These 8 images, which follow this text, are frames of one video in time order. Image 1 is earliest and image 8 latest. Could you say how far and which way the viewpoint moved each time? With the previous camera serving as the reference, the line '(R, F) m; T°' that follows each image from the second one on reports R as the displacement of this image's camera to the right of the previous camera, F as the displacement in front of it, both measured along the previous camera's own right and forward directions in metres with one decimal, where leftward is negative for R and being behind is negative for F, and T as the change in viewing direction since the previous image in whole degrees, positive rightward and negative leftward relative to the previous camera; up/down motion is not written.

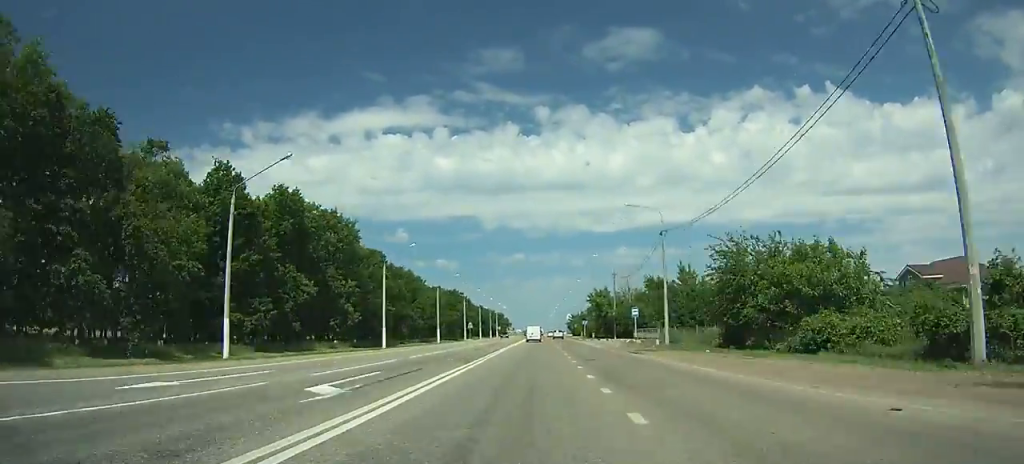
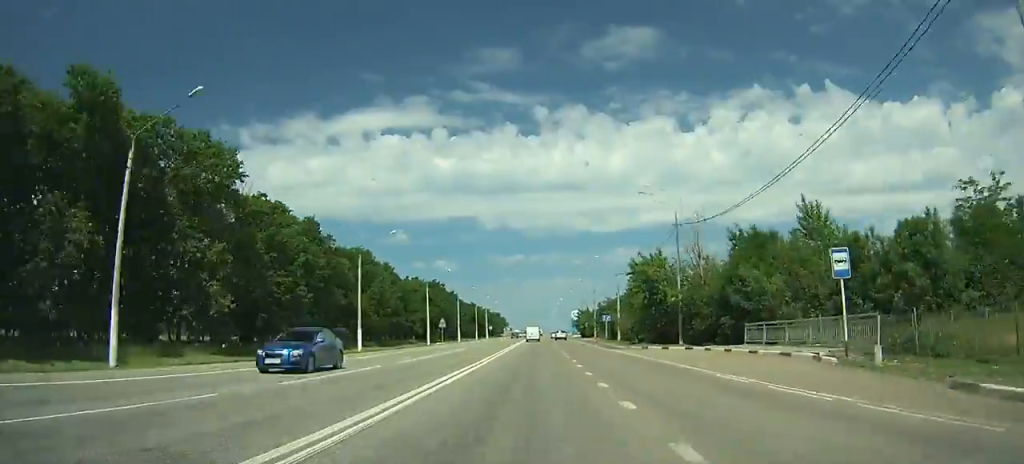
(-0.1, +40.3) m; 0°
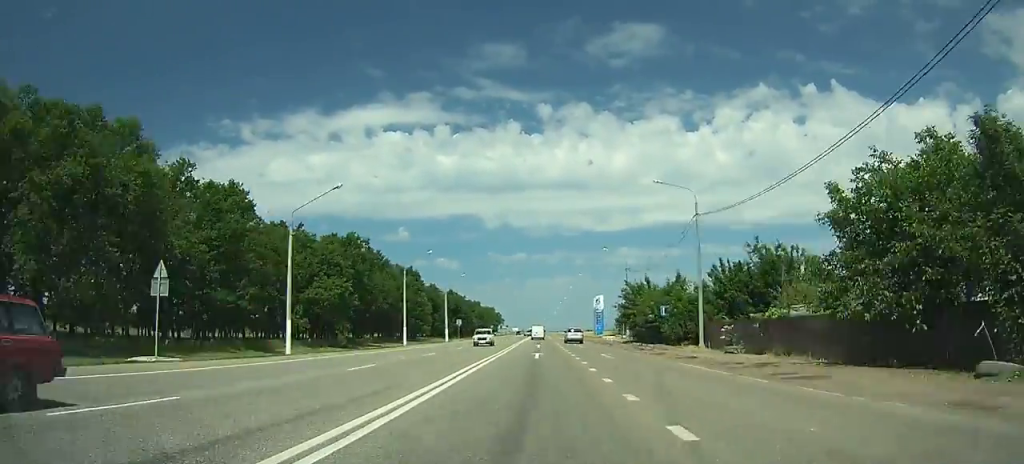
(-0.3, +72.0) m; 0°
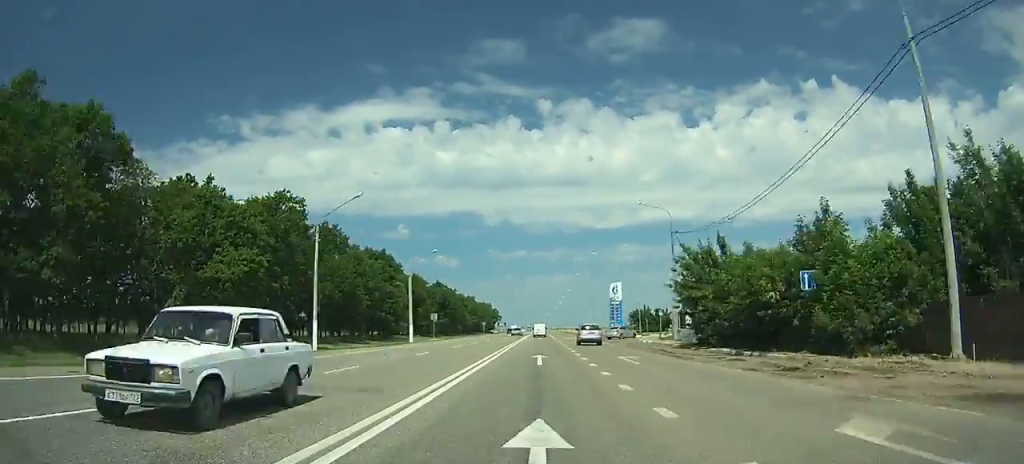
(-0.1, +25.6) m; 0°
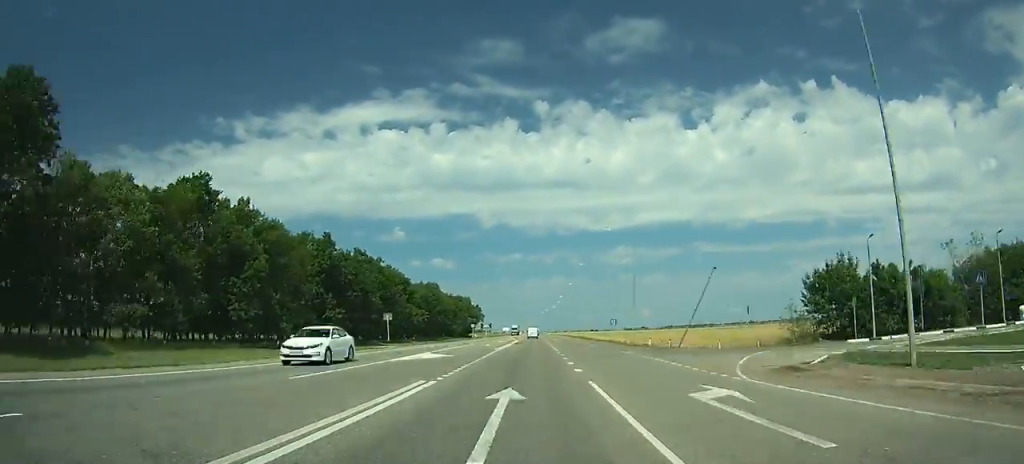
(+0.9, +95.9) m; +1°
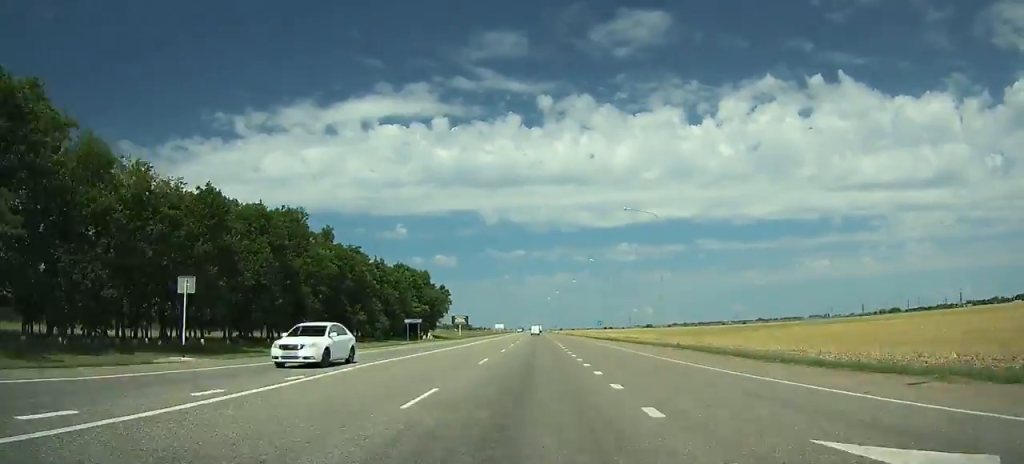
(-0.6, +116.5) m; 0°
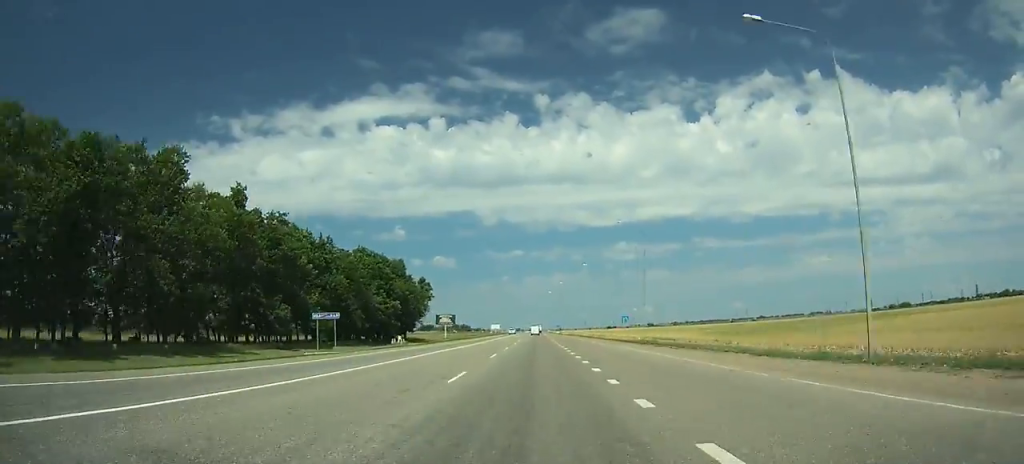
(-0.1, +30.6) m; 0°
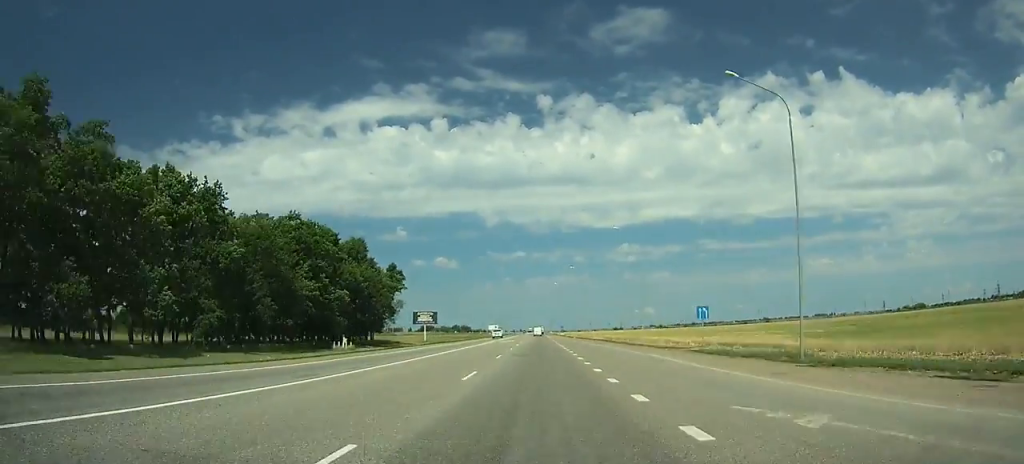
(0.0, +33.8) m; 0°
